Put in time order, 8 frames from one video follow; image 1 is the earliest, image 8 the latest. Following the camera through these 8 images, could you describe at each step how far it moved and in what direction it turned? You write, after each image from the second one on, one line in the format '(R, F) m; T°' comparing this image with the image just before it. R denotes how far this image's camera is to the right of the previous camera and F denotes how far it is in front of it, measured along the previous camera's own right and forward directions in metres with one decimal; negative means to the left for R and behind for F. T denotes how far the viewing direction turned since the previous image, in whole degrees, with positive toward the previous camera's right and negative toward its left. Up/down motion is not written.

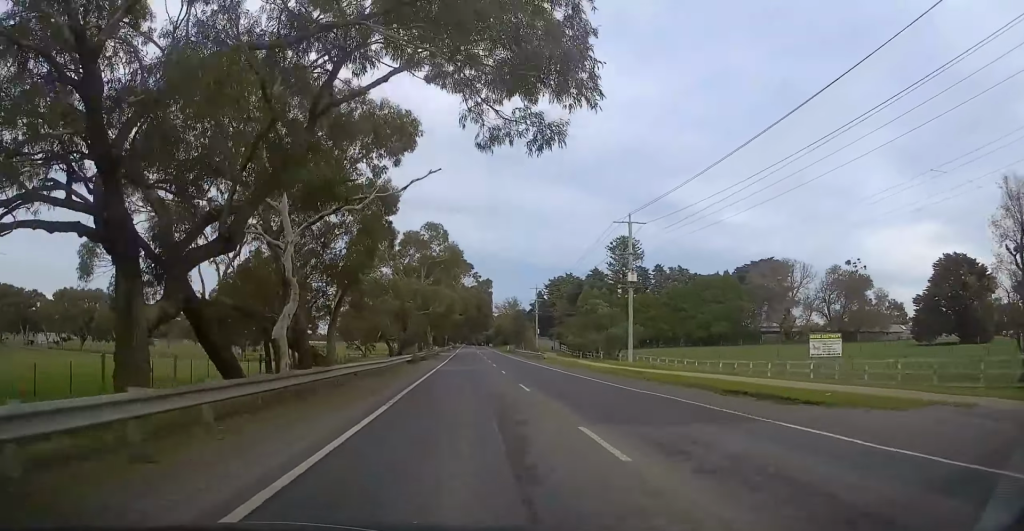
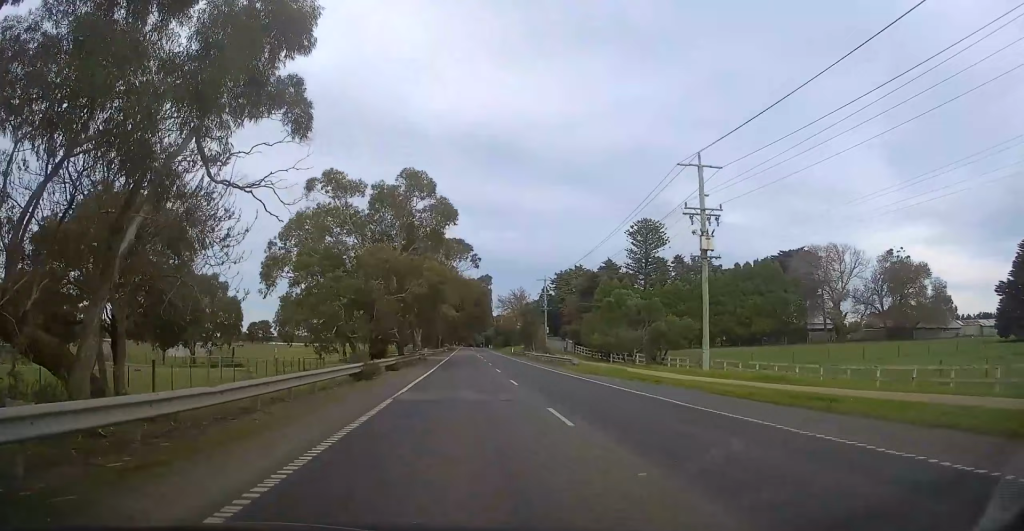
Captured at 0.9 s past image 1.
(0.0, +20.4) m; 0°
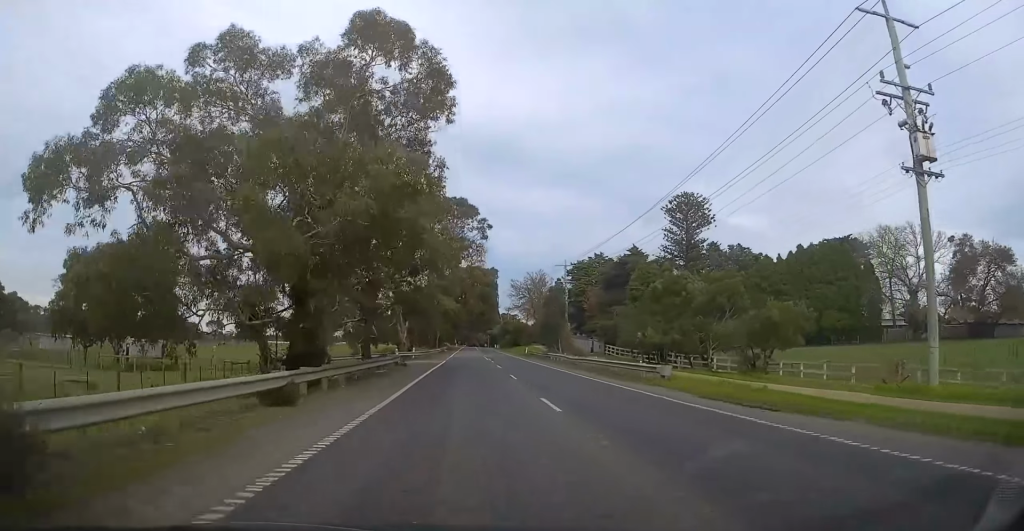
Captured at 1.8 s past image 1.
(0.0, +21.1) m; 0°
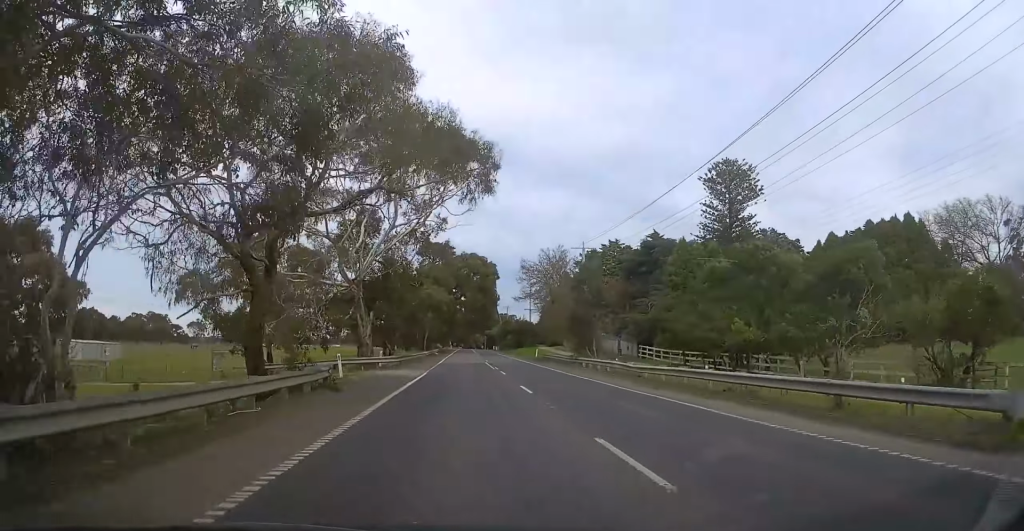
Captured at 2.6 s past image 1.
(0.0, +19.0) m; 0°
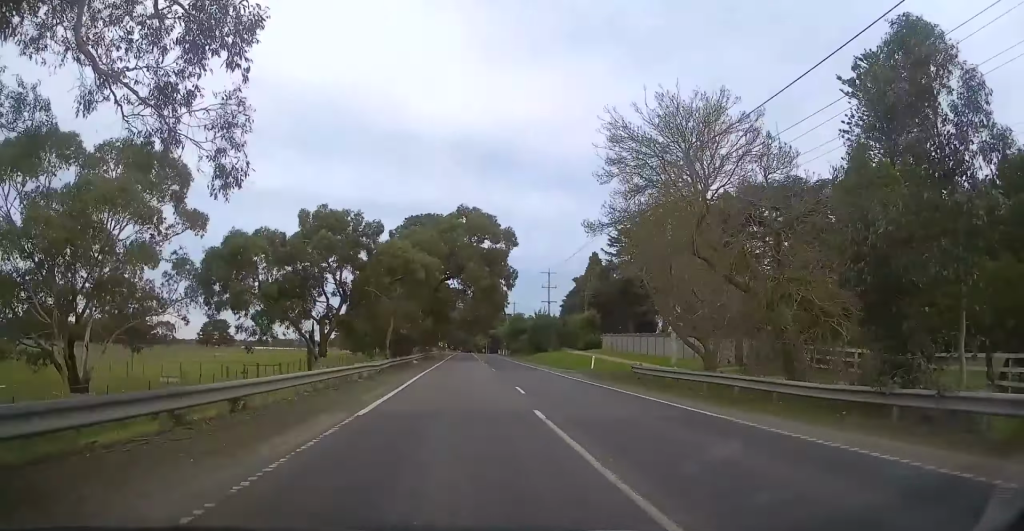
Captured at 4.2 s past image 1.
(-0.1, +35.9) m; 0°
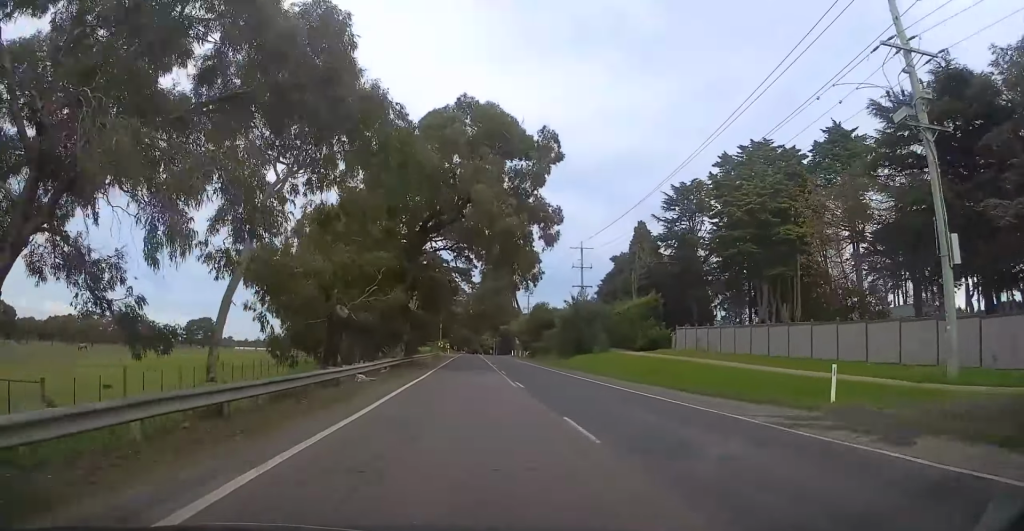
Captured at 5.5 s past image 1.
(0.0, +27.9) m; 0°
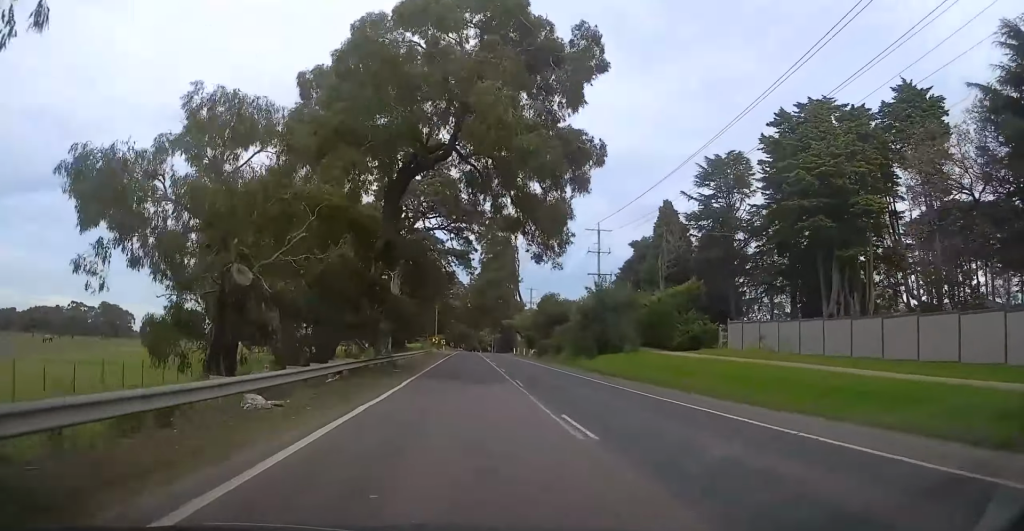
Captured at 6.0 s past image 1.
(0.0, +12.0) m; 0°
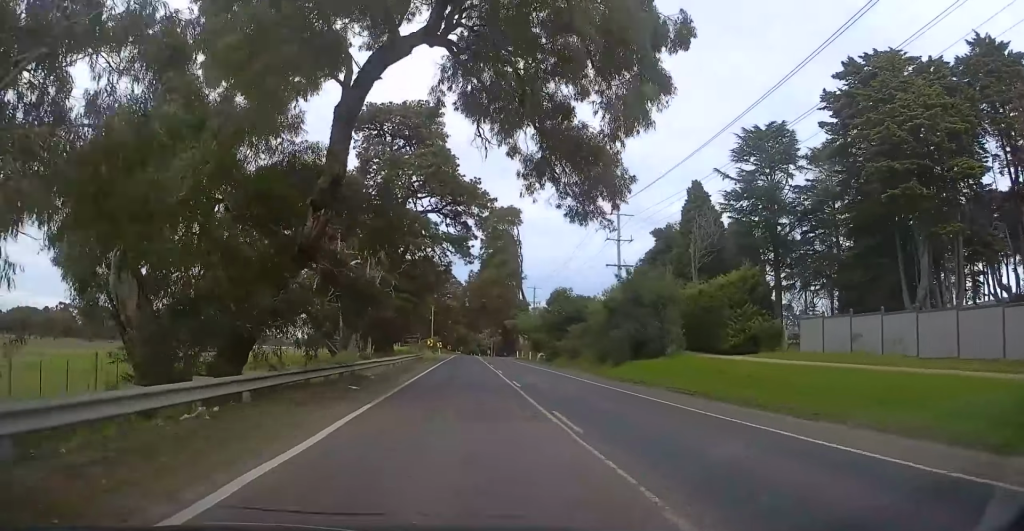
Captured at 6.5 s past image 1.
(0.0, +11.1) m; 0°
